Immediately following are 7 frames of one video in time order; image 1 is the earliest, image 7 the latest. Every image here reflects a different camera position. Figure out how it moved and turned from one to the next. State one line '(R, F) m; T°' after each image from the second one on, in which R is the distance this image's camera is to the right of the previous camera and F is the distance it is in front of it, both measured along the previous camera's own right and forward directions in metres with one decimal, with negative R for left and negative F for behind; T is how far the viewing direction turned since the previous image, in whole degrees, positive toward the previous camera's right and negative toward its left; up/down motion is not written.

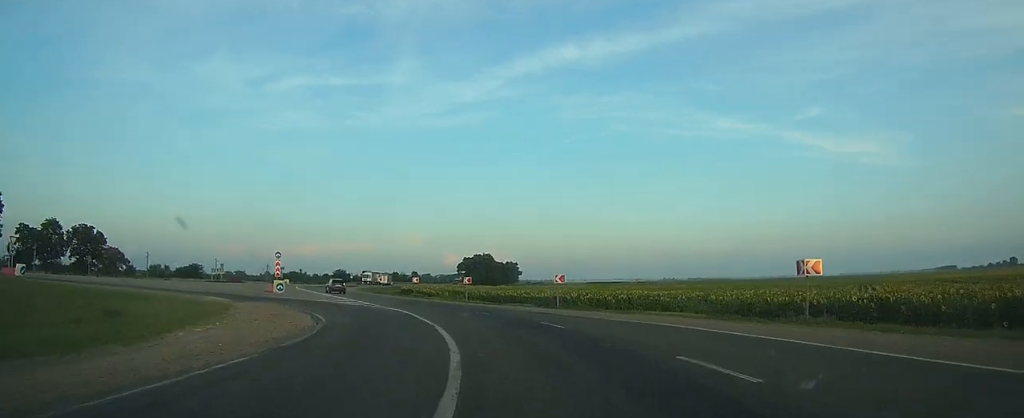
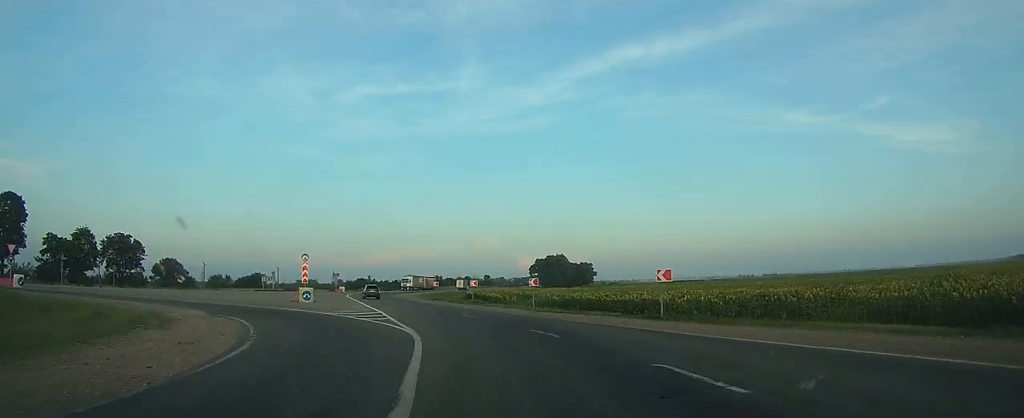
(+0.1, +10.1) m; -3°
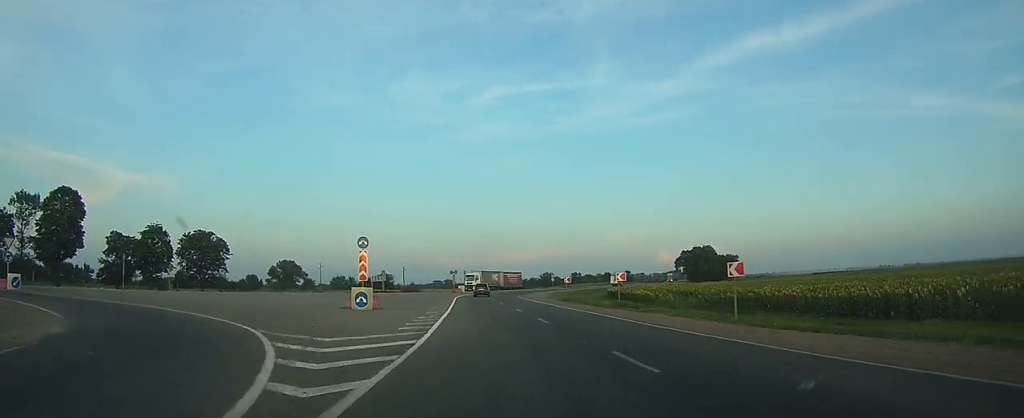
(-1.4, +16.9) m; -11°
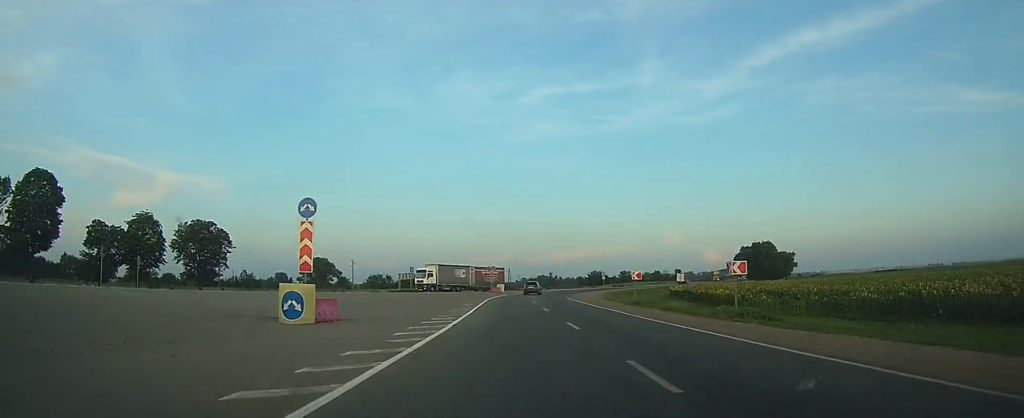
(-1.1, +13.6) m; -9°
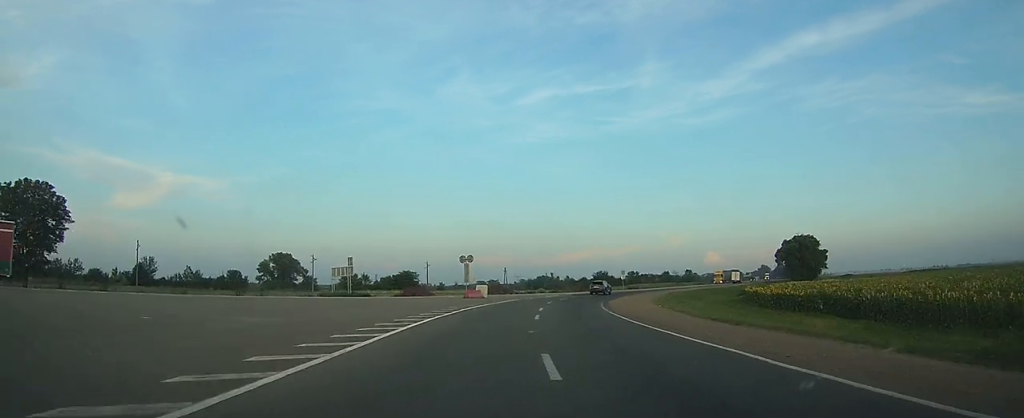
(-5.3, +31.9) m; -12°
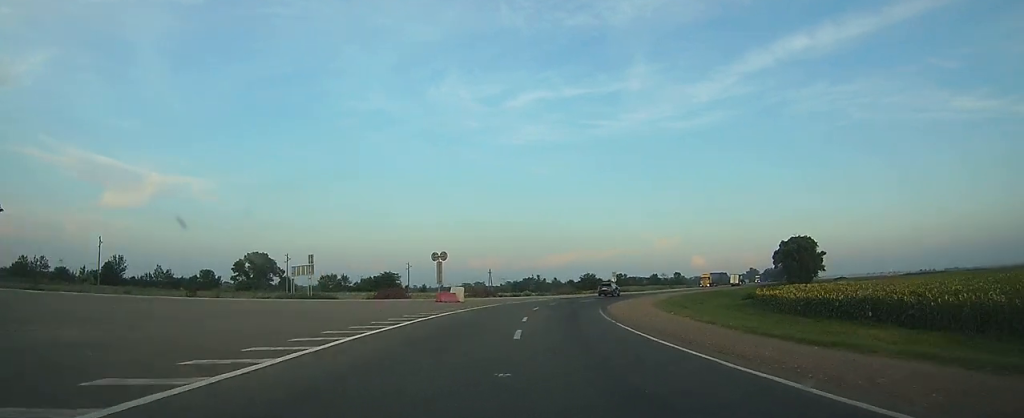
(-0.1, +7.3) m; +1°
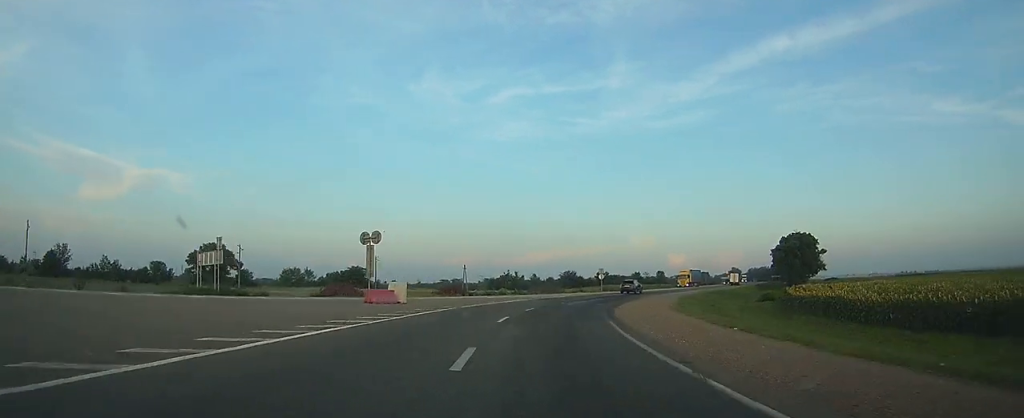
(+0.4, +13.3) m; +3°
